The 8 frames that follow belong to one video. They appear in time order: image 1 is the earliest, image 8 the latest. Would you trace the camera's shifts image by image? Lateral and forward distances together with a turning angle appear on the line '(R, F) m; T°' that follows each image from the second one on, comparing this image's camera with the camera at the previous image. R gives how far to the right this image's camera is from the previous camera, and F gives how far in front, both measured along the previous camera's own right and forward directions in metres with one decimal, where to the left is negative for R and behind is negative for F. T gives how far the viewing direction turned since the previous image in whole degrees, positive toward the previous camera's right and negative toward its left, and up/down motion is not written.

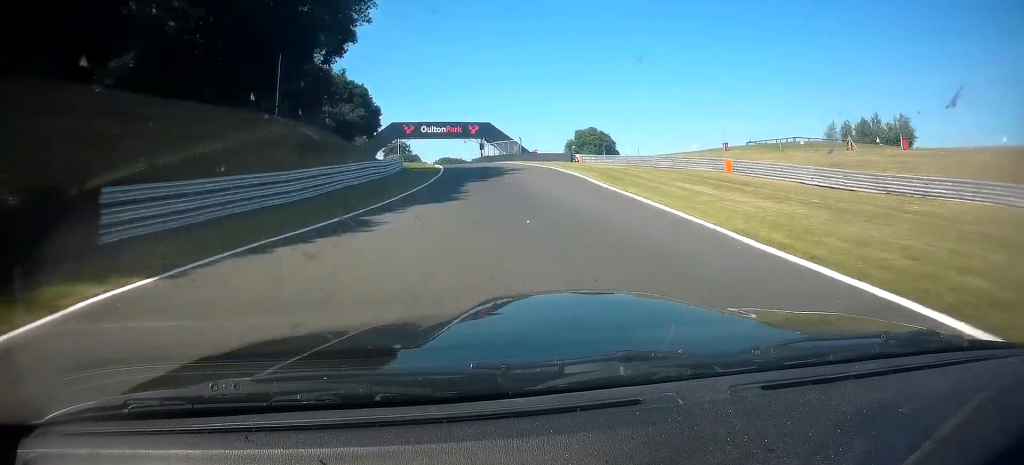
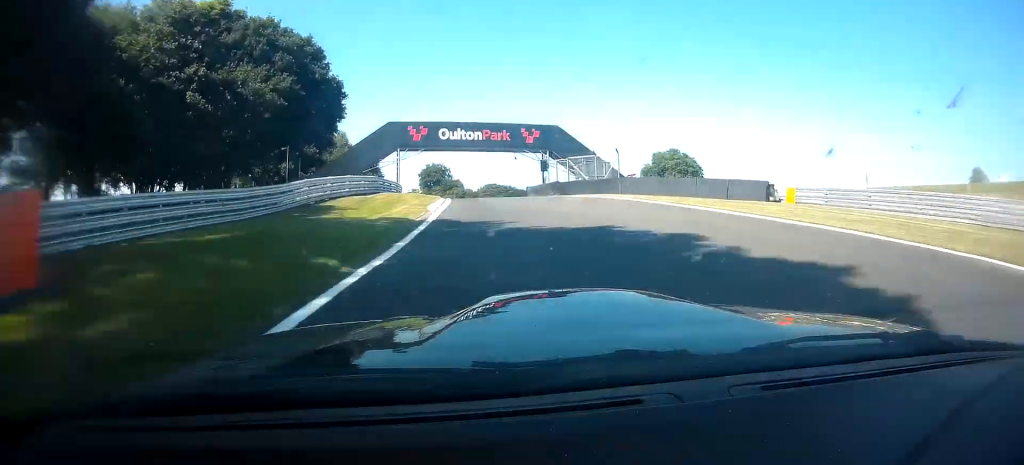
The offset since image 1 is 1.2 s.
(-0.2, +38.0) m; 0°
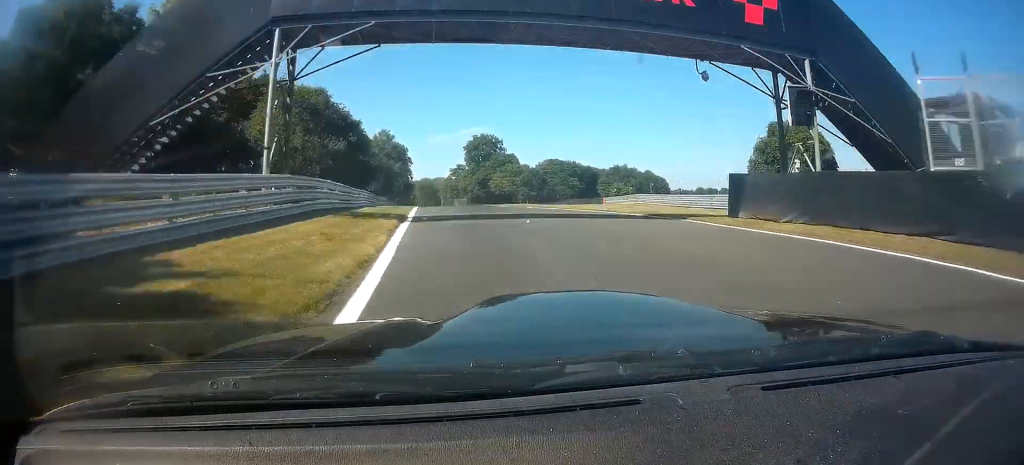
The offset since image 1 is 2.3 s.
(+0.3, +40.6) m; -1°
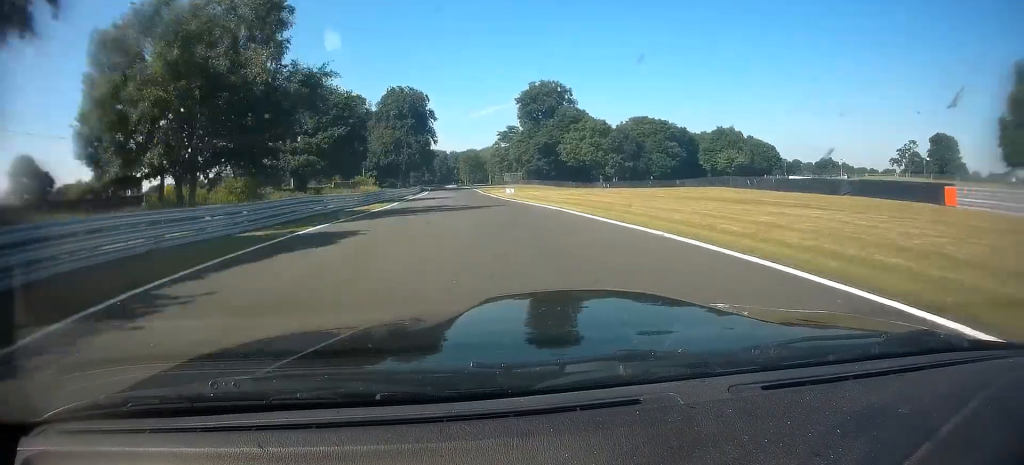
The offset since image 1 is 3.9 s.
(-3.6, +58.6) m; -8°
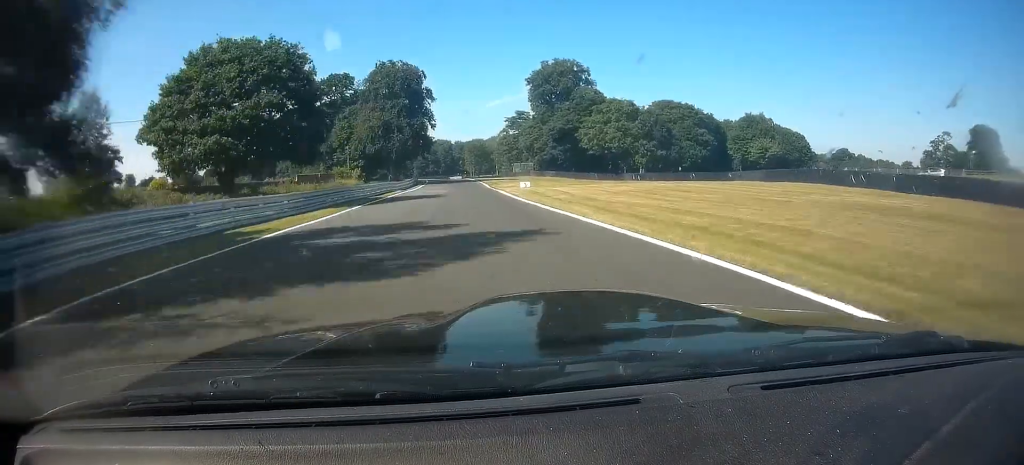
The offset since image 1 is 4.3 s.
(-0.4, +15.8) m; -1°
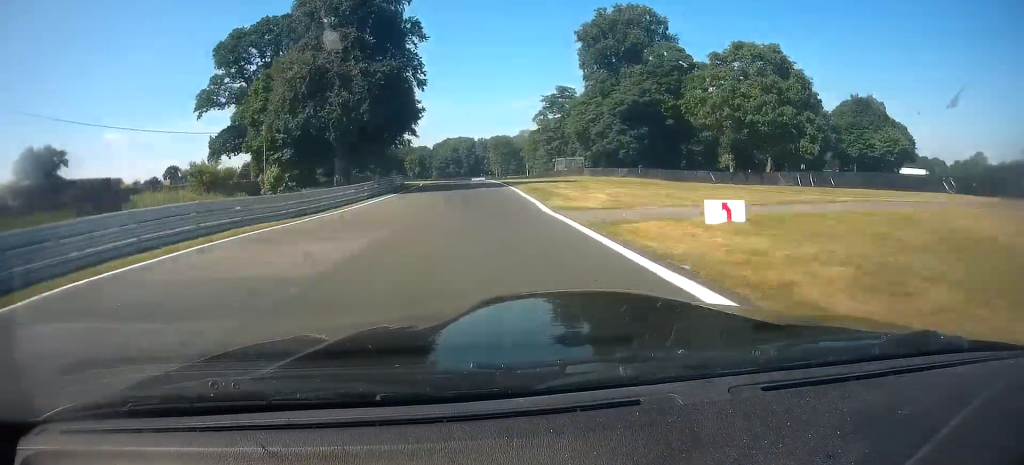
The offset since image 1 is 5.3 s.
(-1.1, +40.5) m; -3°
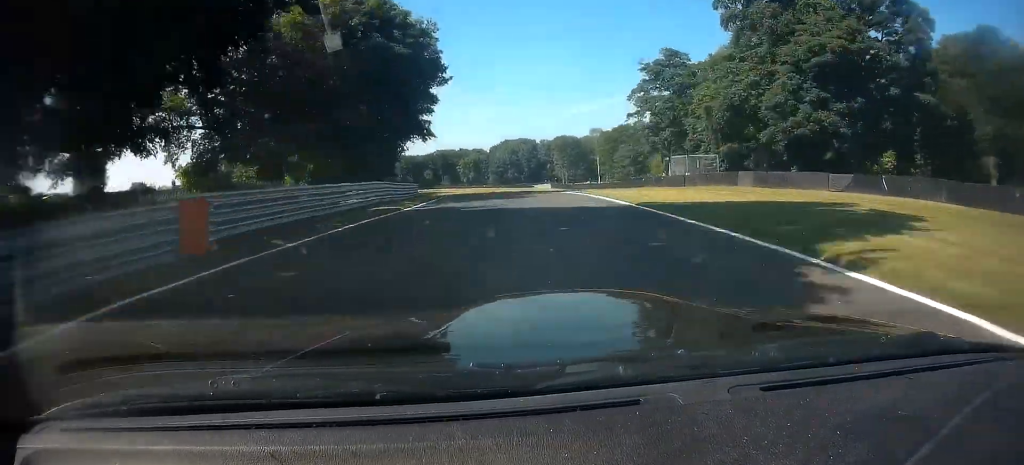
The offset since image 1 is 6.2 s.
(-0.8, +38.3) m; -2°
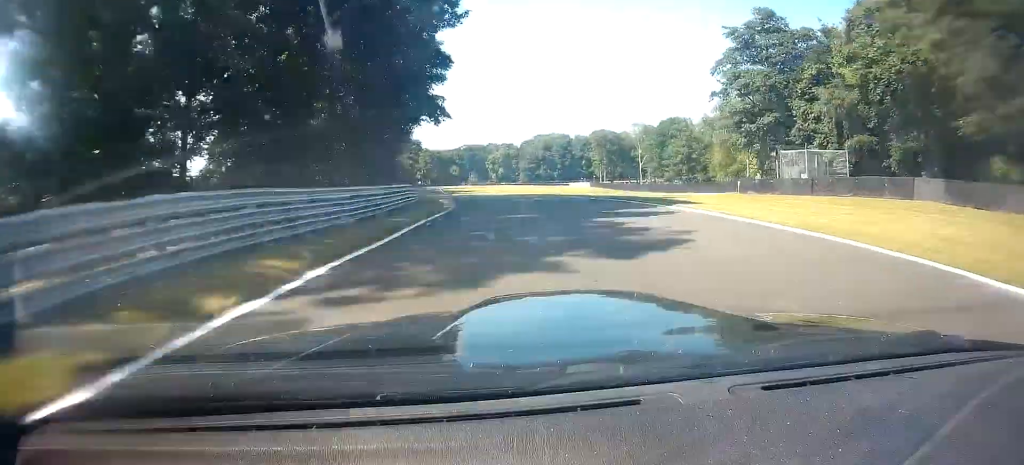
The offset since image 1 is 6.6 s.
(-0.1, +20.4) m; -1°
